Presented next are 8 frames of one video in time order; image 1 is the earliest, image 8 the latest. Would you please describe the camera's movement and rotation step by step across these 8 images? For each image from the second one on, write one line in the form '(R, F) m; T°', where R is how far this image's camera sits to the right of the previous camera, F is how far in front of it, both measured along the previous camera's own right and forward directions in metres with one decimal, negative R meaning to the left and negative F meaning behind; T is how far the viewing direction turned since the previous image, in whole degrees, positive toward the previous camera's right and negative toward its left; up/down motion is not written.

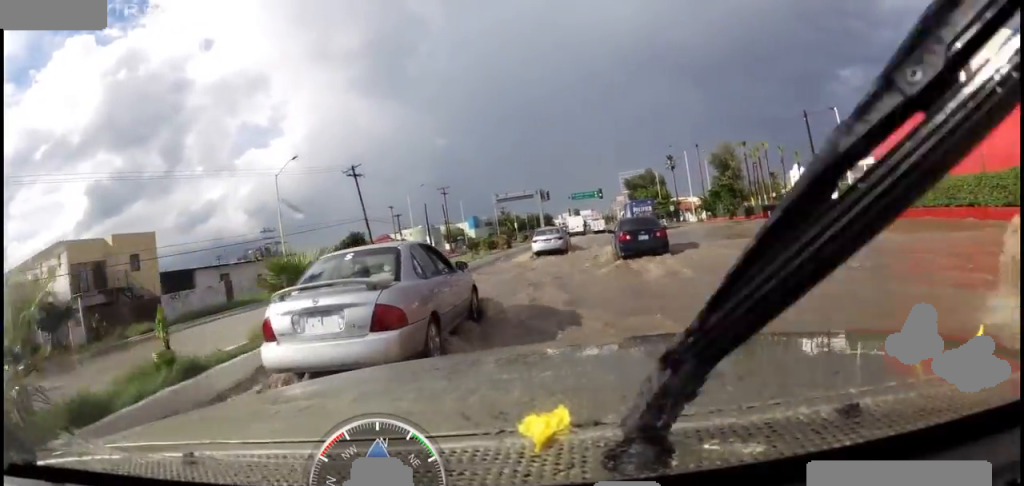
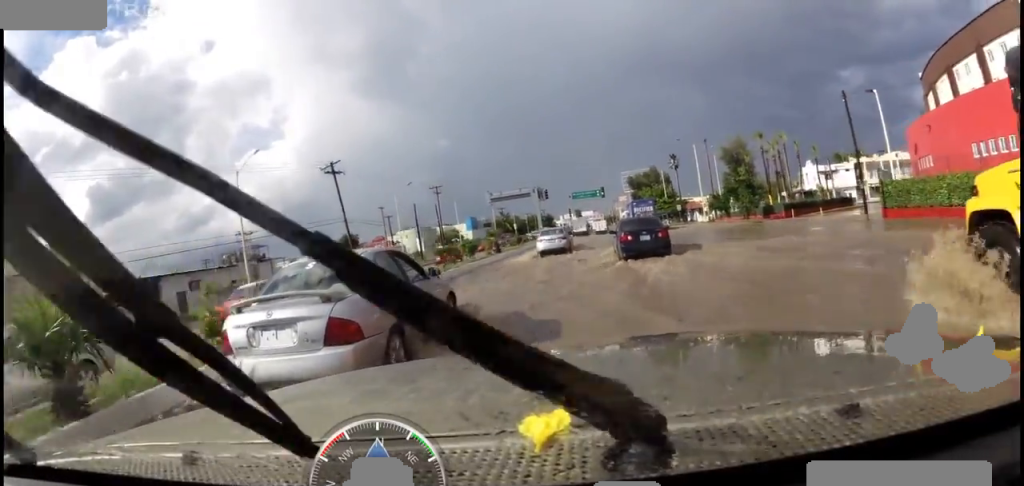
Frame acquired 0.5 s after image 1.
(+0.3, +5.0) m; +2°
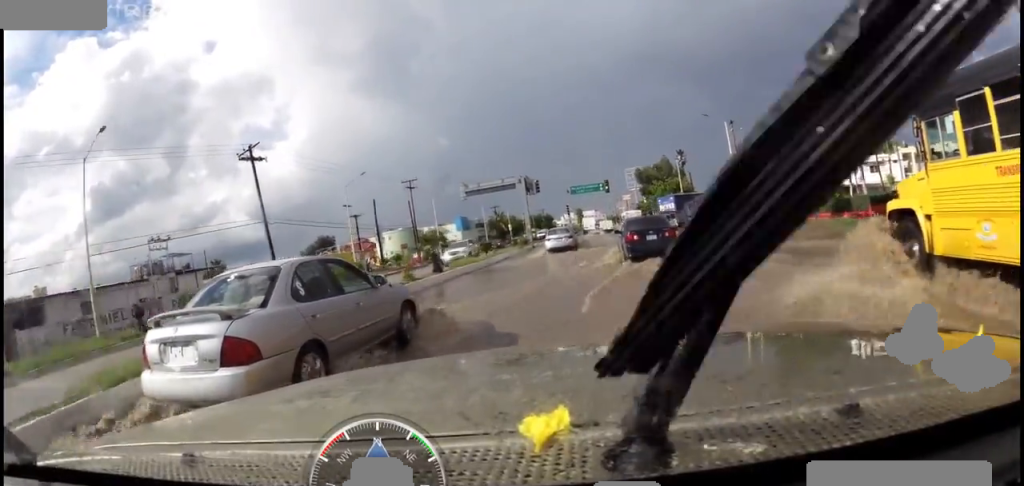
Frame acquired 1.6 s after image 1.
(+1.1, +13.4) m; +4°
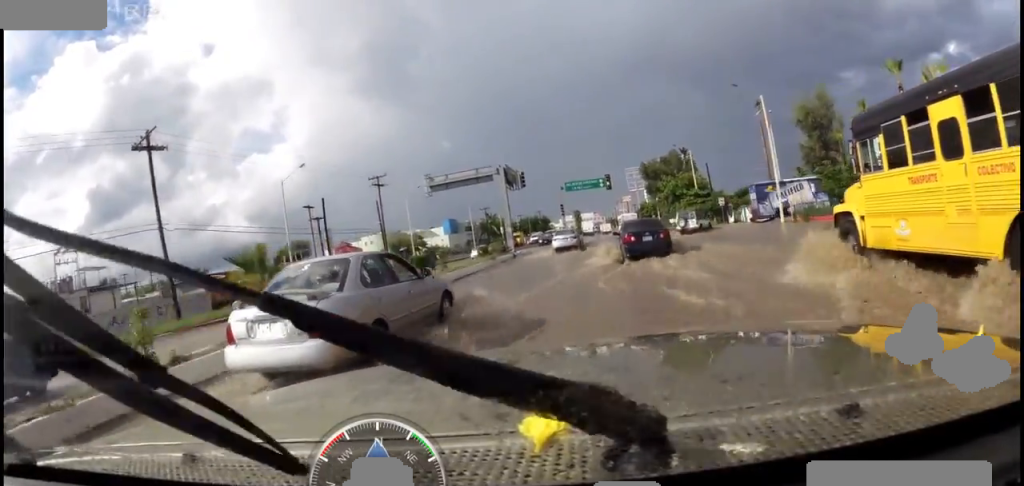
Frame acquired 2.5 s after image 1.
(0.0, +11.4) m; 0°
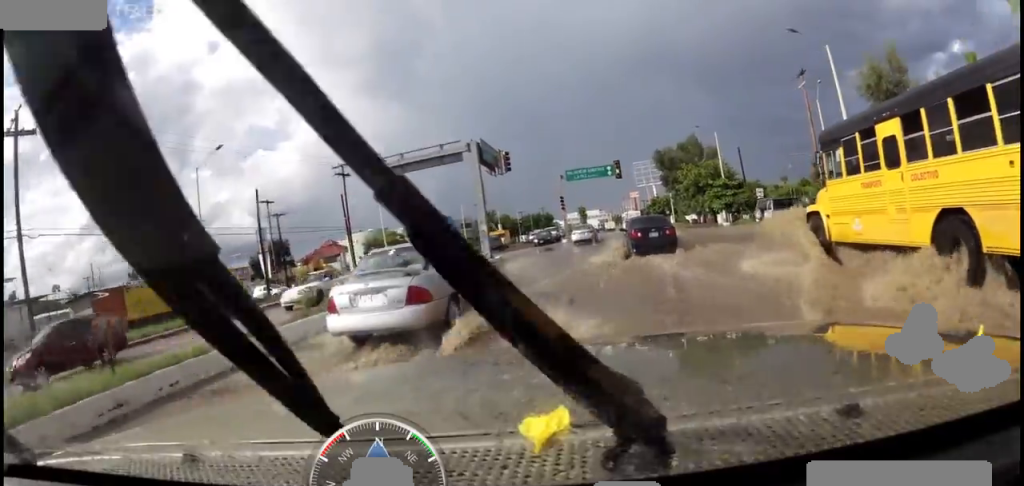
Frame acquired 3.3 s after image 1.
(0.0, +10.7) m; -1°
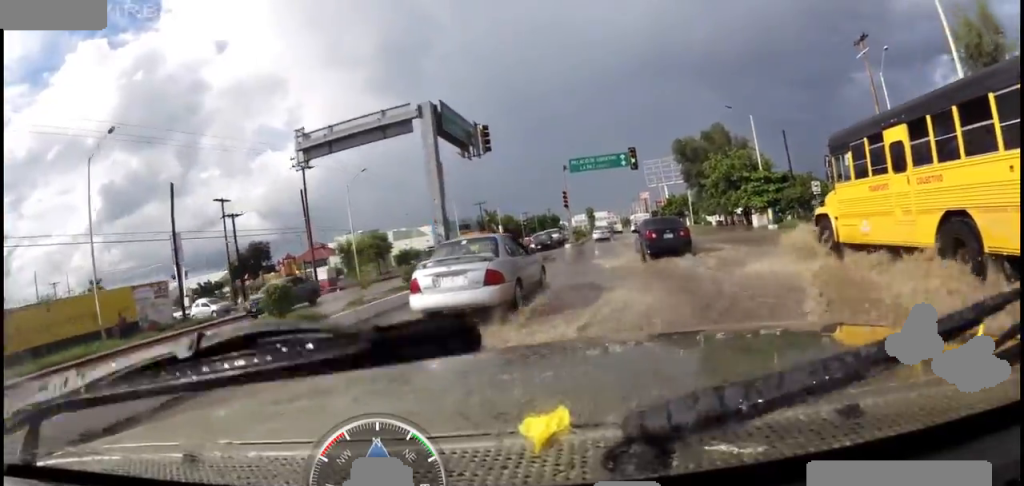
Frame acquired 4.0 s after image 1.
(+0.2, +9.4) m; -3°
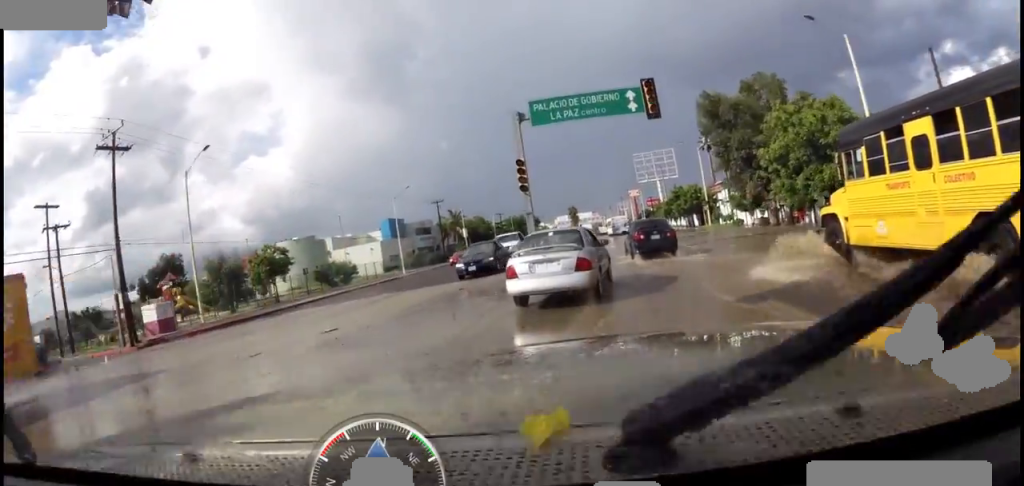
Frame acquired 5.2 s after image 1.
(-1.3, +20.3) m; 0°
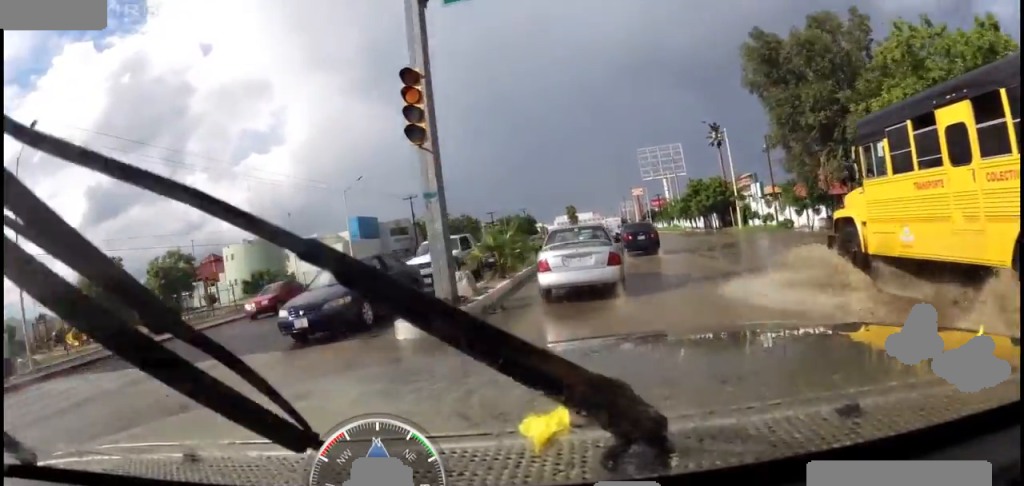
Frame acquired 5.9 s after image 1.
(+1.0, +13.9) m; +3°
